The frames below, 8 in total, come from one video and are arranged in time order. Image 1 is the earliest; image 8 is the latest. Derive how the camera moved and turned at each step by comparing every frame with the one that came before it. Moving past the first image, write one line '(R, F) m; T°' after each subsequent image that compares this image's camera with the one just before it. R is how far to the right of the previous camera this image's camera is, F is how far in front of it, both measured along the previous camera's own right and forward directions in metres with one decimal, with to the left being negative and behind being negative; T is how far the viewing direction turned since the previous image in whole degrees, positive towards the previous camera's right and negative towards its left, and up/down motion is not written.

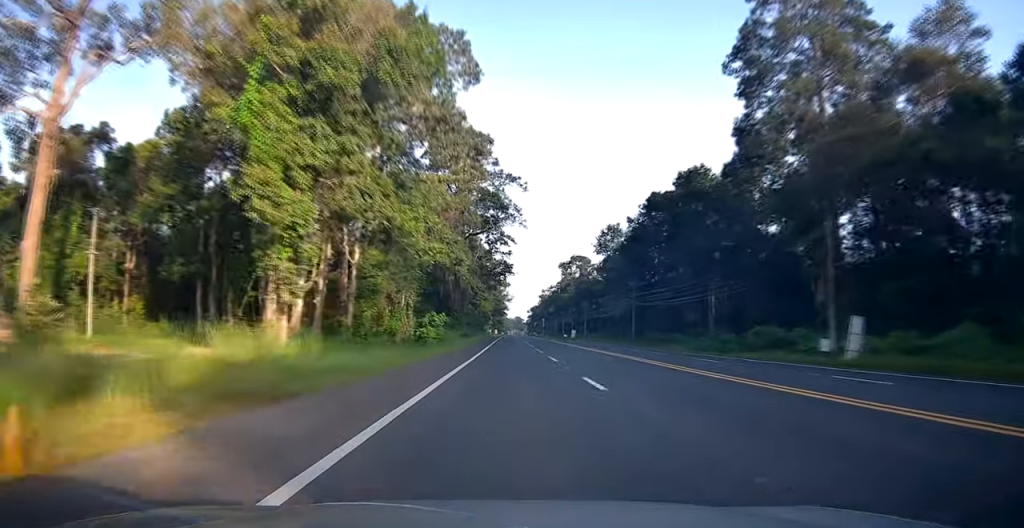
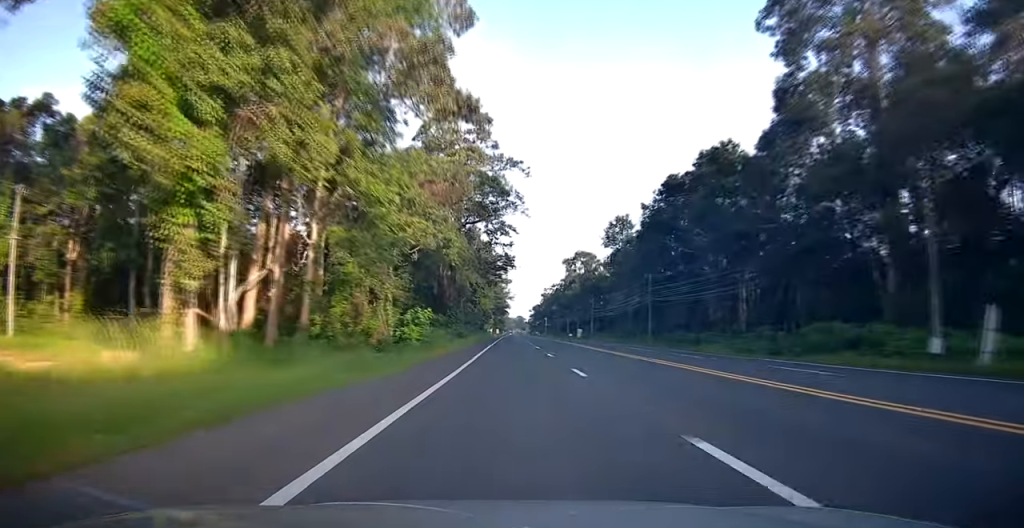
(0.0, +8.8) m; 0°
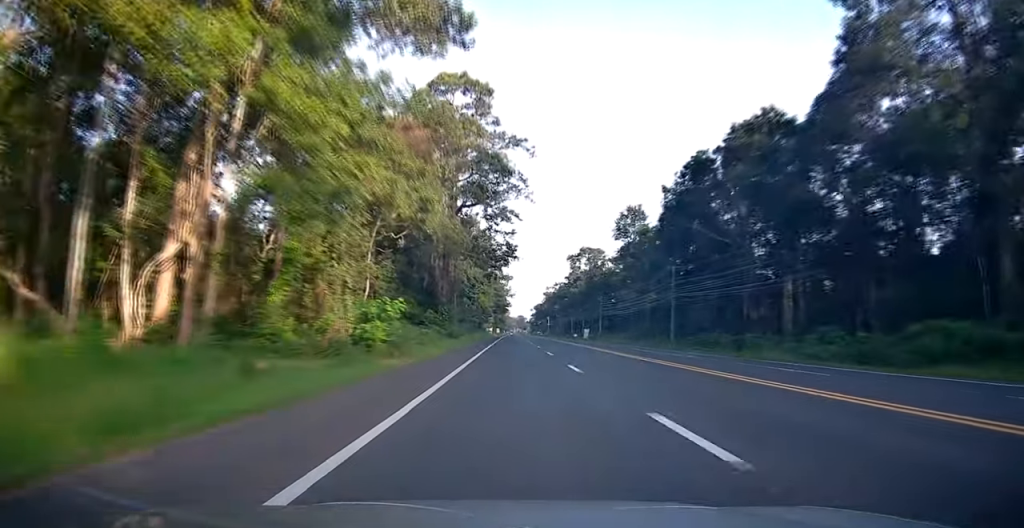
(0.0, +10.0) m; 0°
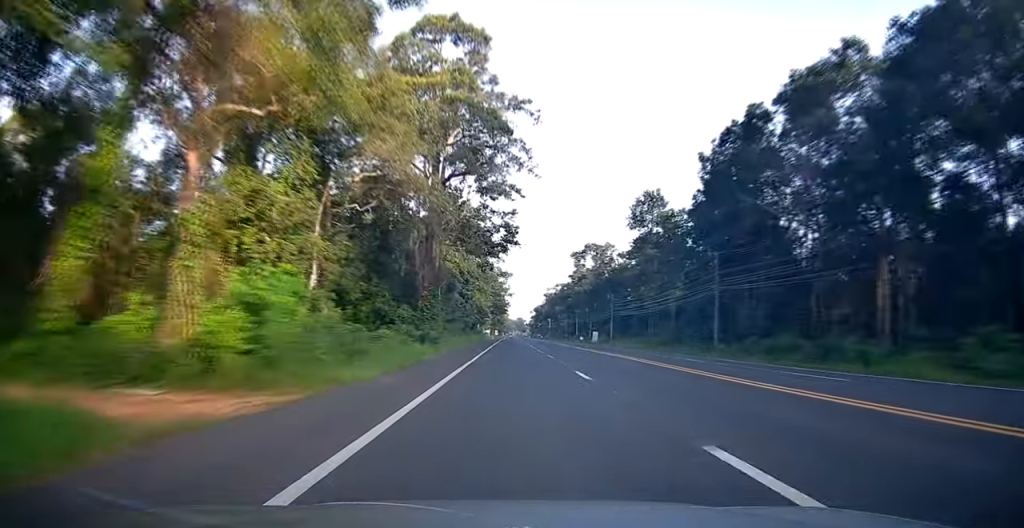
(0.0, +14.2) m; 0°
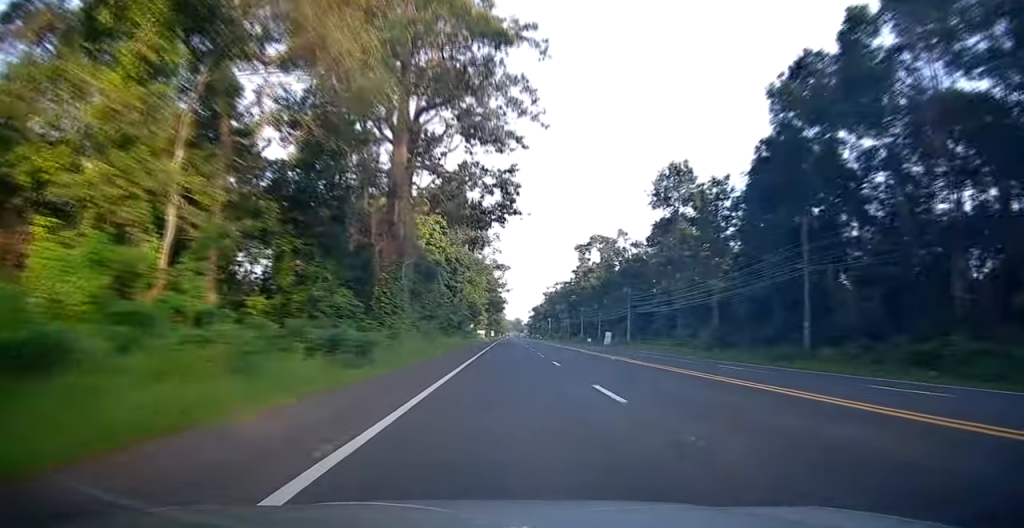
(0.0, +16.6) m; 0°
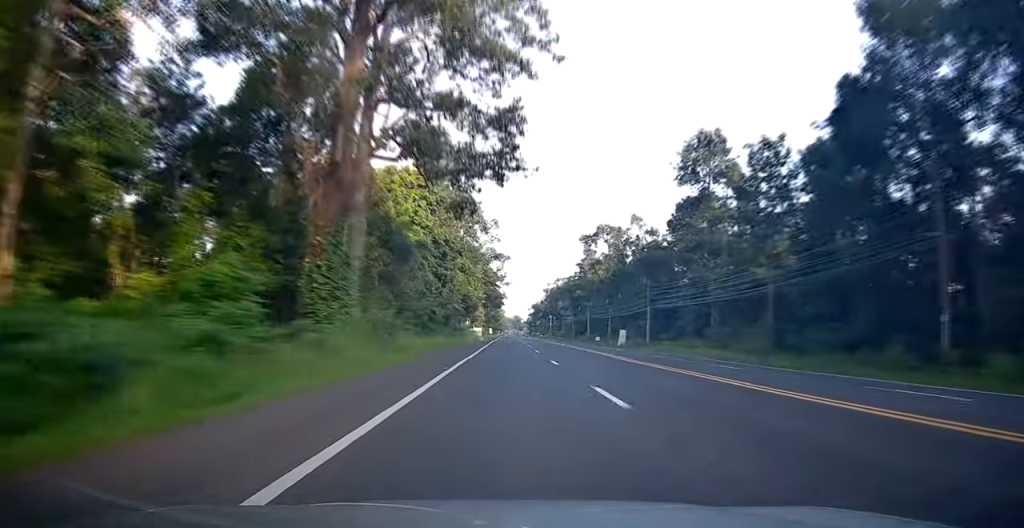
(0.0, +12.6) m; 0°
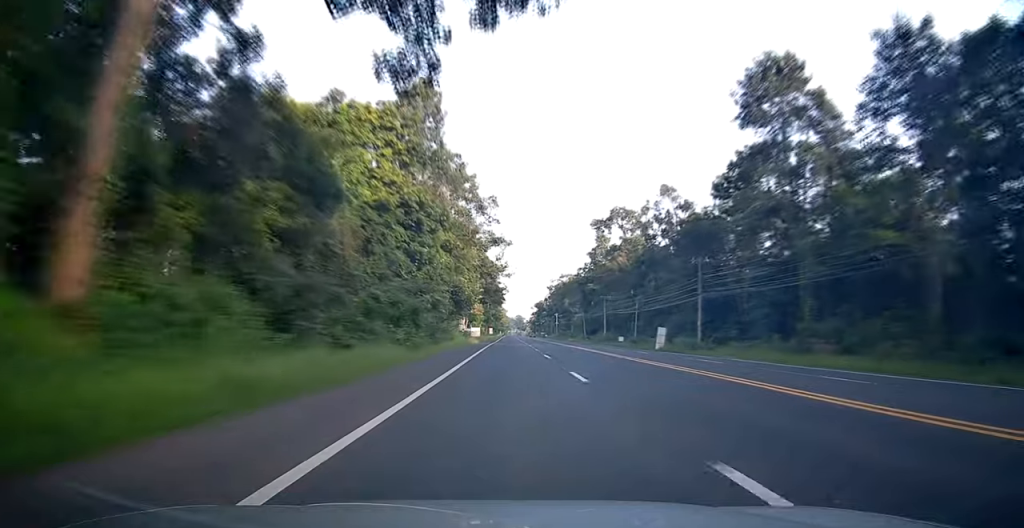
(+0.1, +19.2) m; 0°
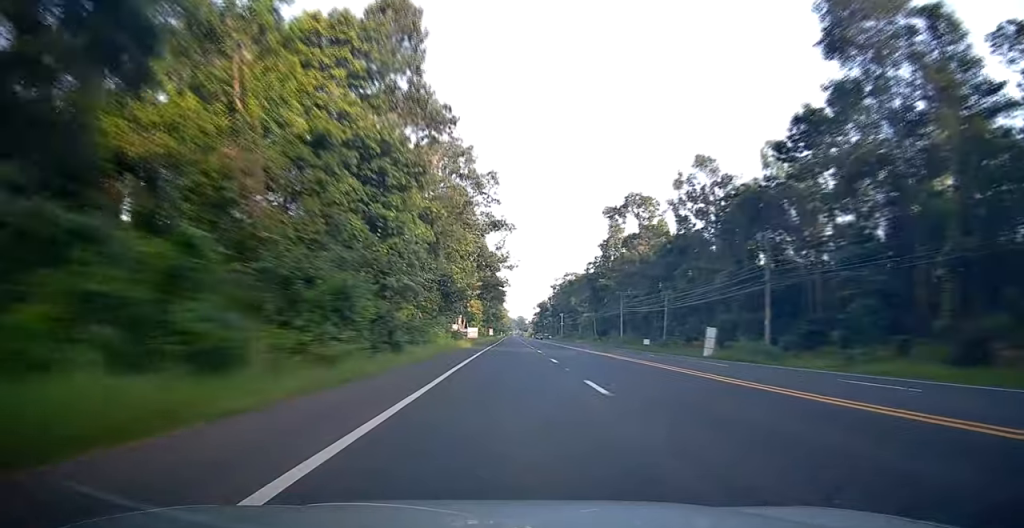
(0.0, +14.5) m; -1°
